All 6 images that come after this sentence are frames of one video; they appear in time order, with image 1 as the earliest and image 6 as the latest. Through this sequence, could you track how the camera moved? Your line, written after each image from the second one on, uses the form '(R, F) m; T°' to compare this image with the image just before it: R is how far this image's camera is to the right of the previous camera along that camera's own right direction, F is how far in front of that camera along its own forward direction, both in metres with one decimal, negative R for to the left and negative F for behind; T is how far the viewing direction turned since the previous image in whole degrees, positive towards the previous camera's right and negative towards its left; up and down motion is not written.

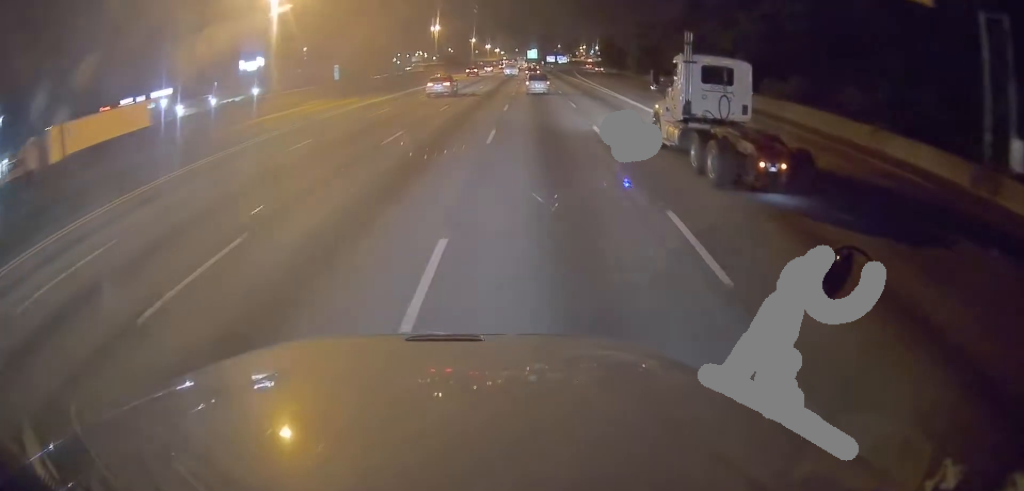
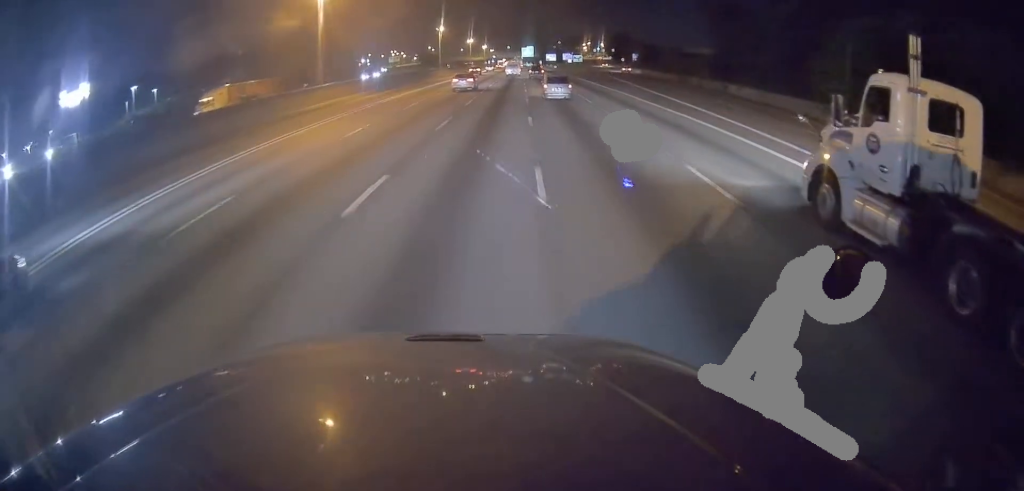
(-0.7, +69.0) m; 0°
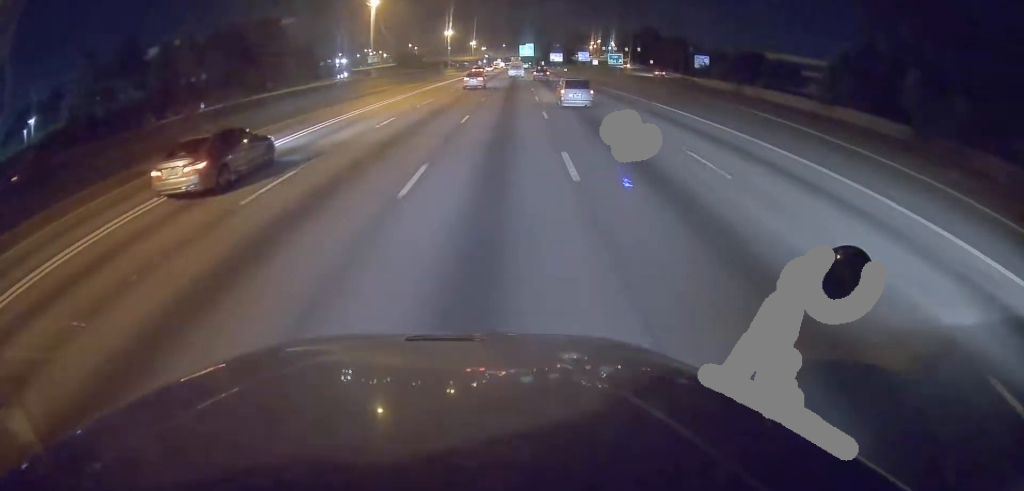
(+1.3, +58.3) m; +2°
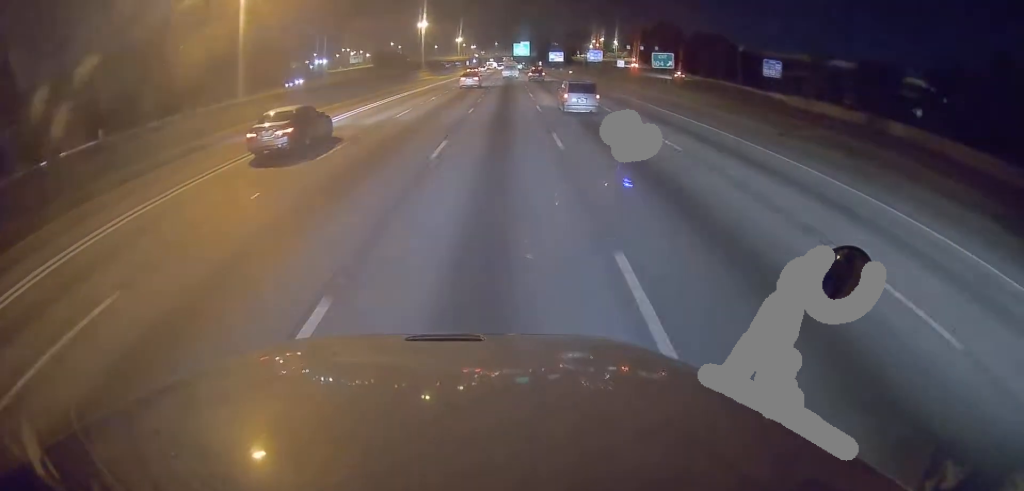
(-0.1, +32.0) m; 0°
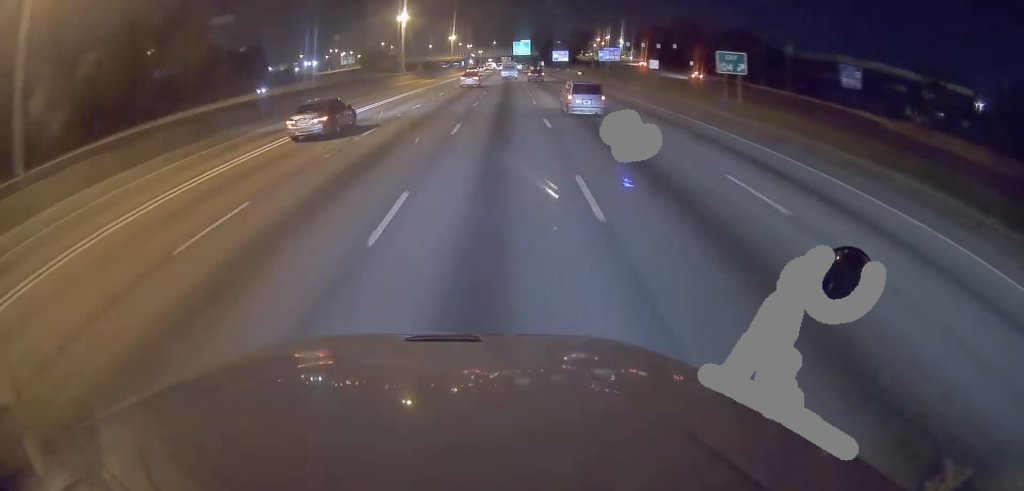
(0.0, +19.1) m; 0°
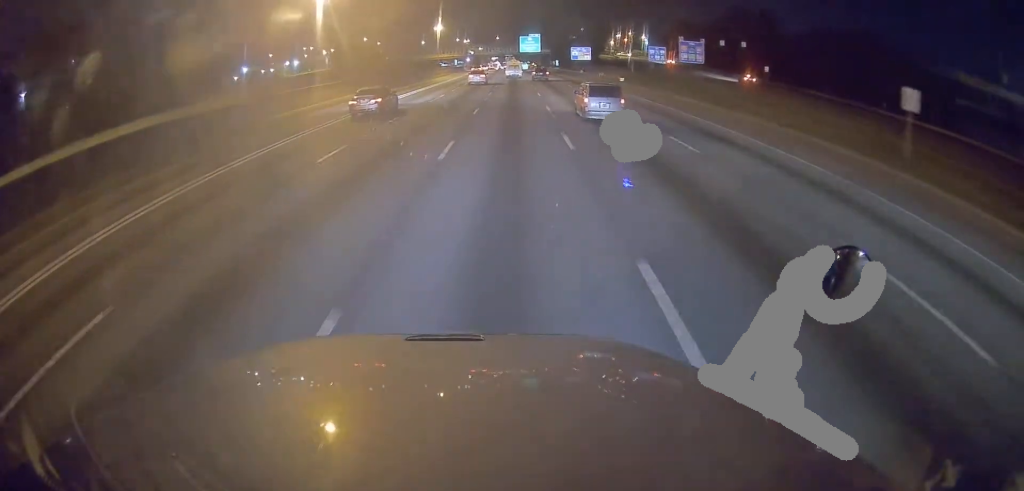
(+0.2, +41.2) m; +1°
